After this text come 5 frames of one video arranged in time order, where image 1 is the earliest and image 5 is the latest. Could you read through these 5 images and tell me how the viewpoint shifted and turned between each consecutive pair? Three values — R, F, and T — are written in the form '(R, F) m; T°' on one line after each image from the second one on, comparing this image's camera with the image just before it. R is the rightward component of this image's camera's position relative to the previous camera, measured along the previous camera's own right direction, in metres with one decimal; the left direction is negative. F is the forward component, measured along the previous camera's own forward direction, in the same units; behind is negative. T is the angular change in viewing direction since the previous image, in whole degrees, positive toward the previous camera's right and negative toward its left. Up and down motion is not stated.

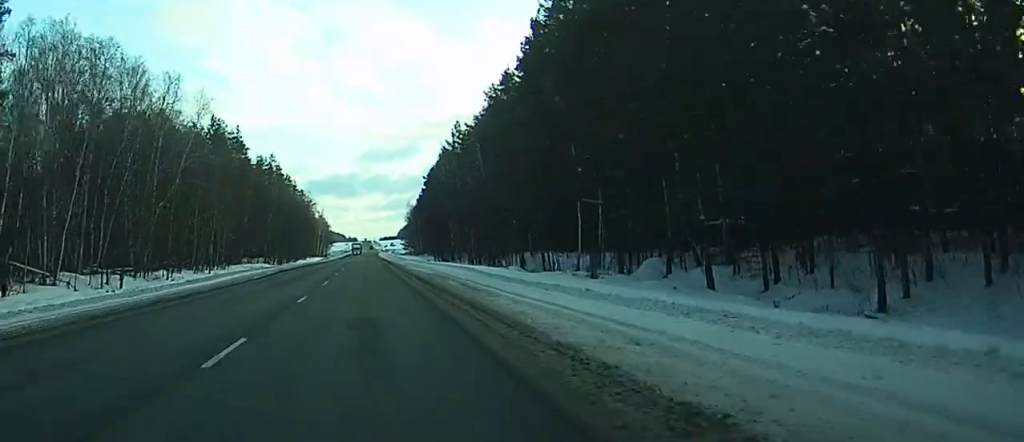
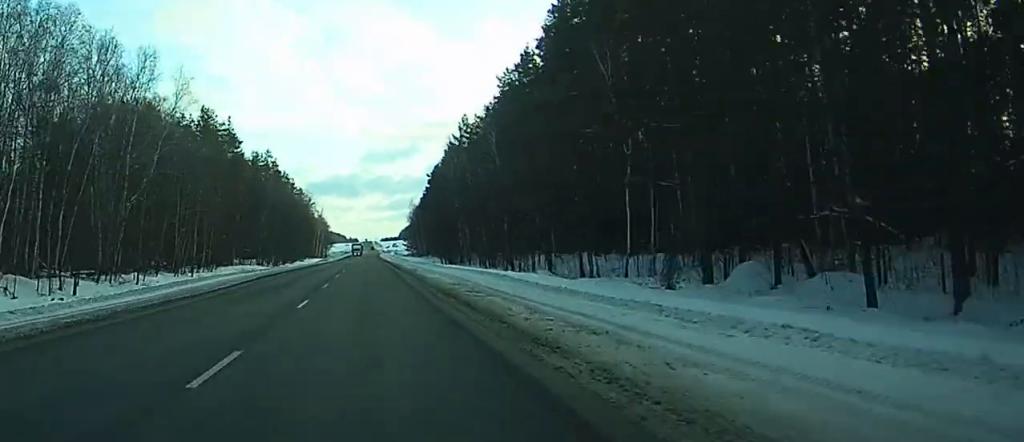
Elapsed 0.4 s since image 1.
(-0.1, +12.2) m; 0°
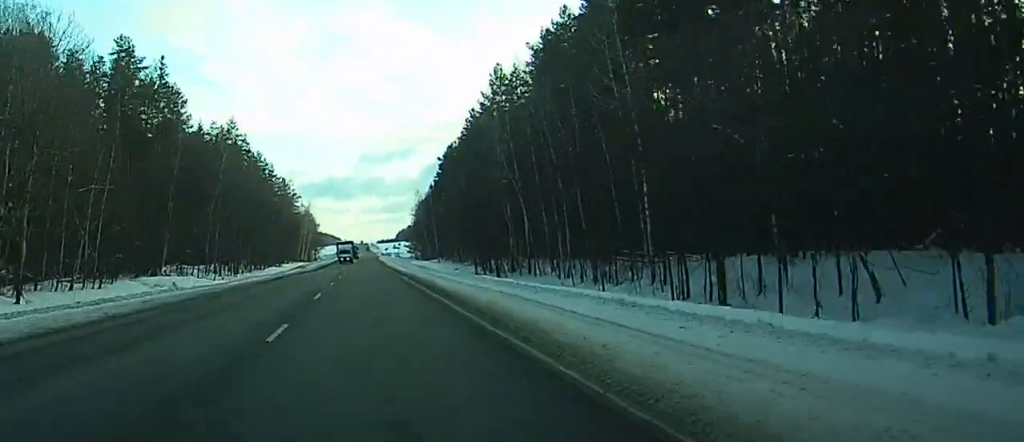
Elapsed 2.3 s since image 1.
(-0.2, +51.2) m; 0°
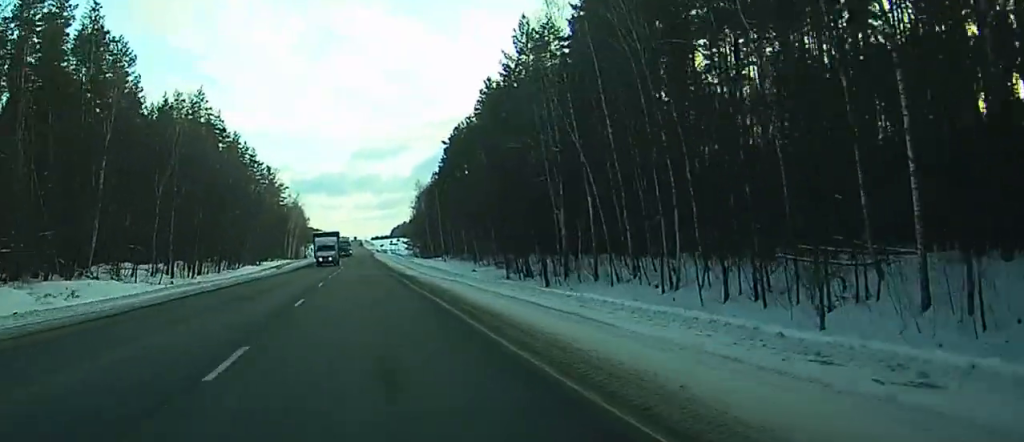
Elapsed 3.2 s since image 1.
(+0.1, +24.5) m; 0°
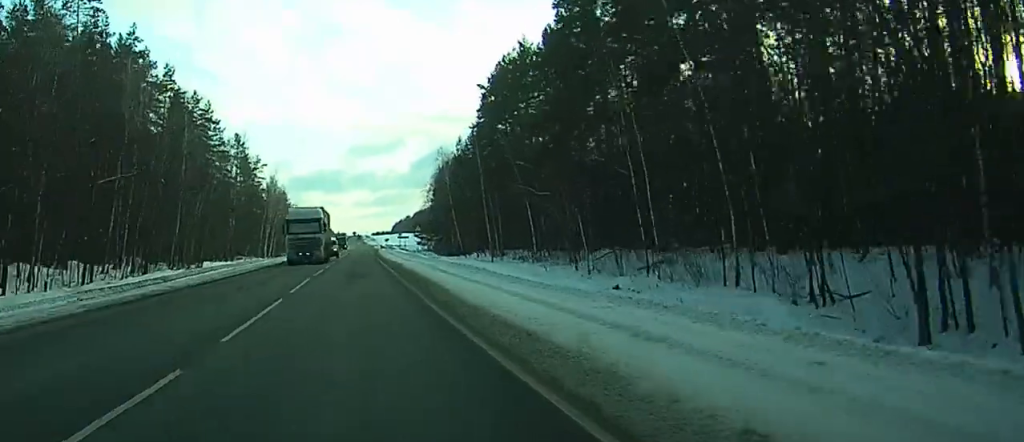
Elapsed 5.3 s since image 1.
(-0.5, +72.9) m; -1°
